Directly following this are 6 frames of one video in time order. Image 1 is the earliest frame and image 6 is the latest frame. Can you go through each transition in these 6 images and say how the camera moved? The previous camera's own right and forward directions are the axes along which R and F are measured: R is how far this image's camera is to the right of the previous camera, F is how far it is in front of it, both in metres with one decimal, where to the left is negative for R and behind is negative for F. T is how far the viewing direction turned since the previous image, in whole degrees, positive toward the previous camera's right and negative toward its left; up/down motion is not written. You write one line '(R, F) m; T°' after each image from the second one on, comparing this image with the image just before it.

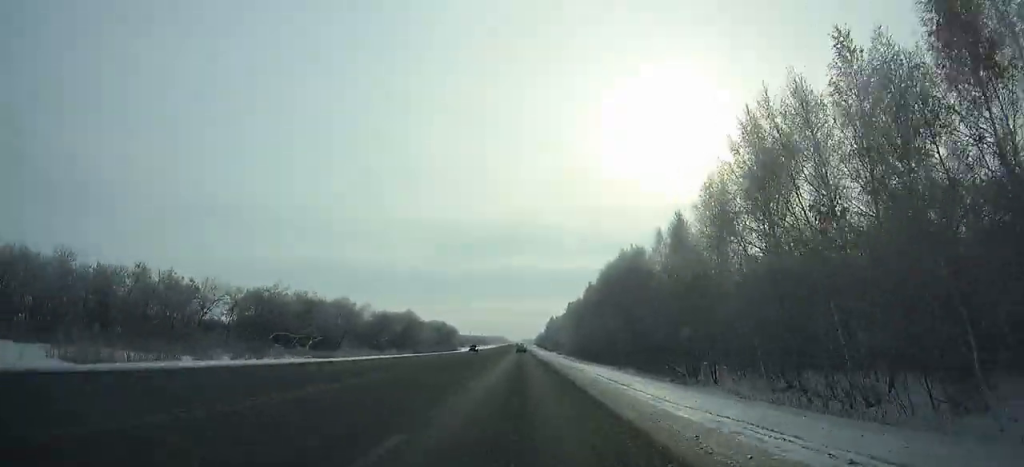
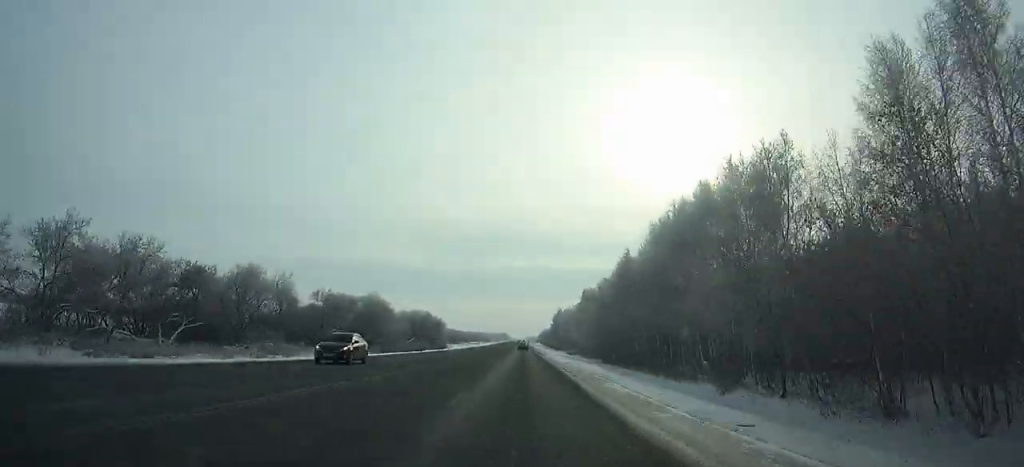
(+1.8, +39.8) m; +1°
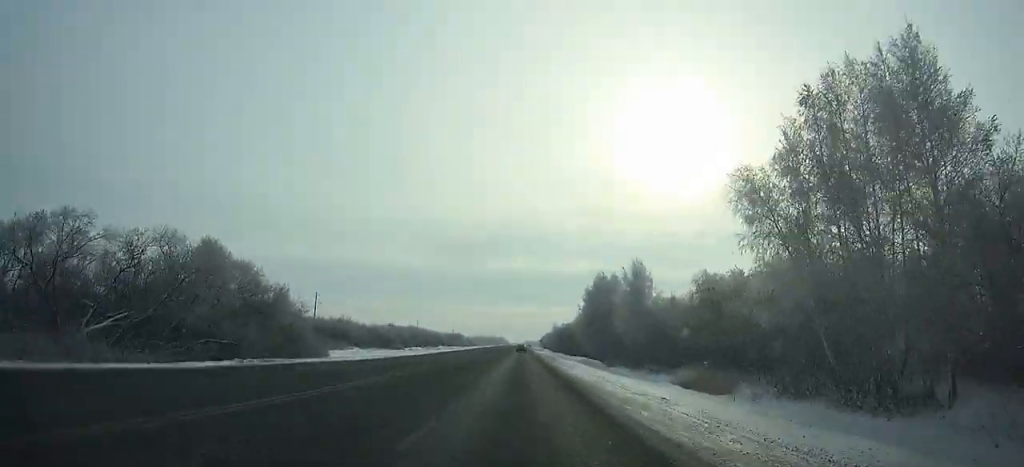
(-1.6, +122.0) m; -1°
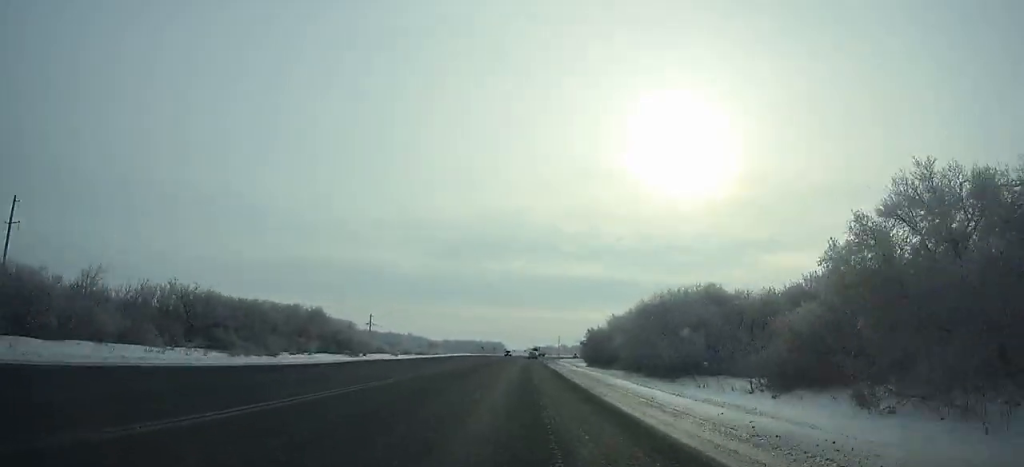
(0.0, +260.7) m; +1°
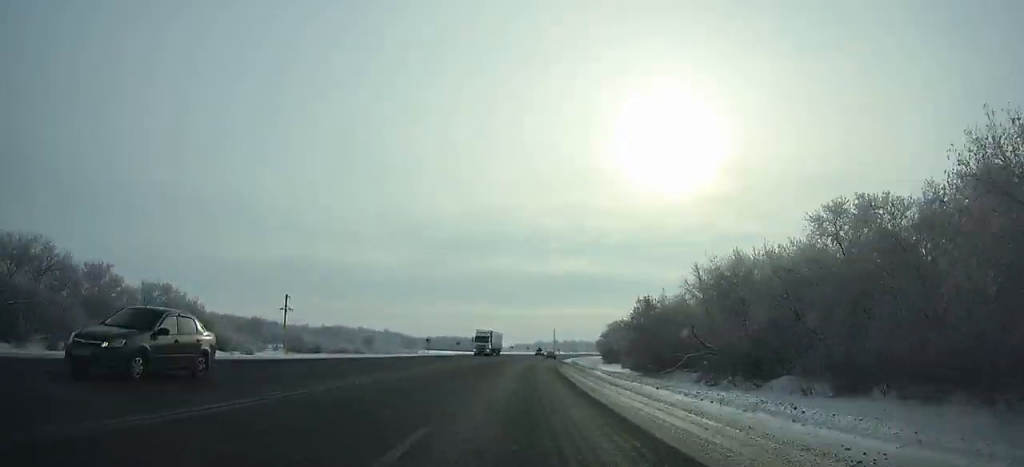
(+0.9, +67.8) m; +2°
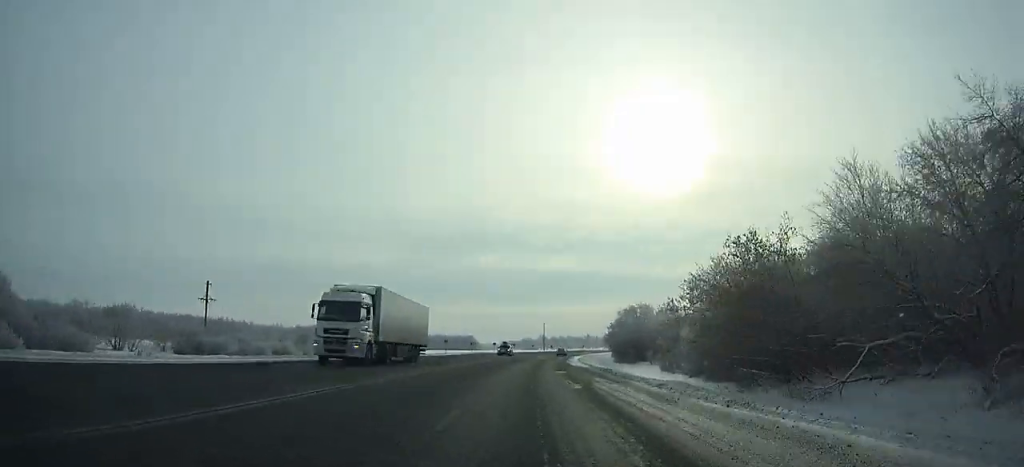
(-0.4, +32.3) m; +2°
